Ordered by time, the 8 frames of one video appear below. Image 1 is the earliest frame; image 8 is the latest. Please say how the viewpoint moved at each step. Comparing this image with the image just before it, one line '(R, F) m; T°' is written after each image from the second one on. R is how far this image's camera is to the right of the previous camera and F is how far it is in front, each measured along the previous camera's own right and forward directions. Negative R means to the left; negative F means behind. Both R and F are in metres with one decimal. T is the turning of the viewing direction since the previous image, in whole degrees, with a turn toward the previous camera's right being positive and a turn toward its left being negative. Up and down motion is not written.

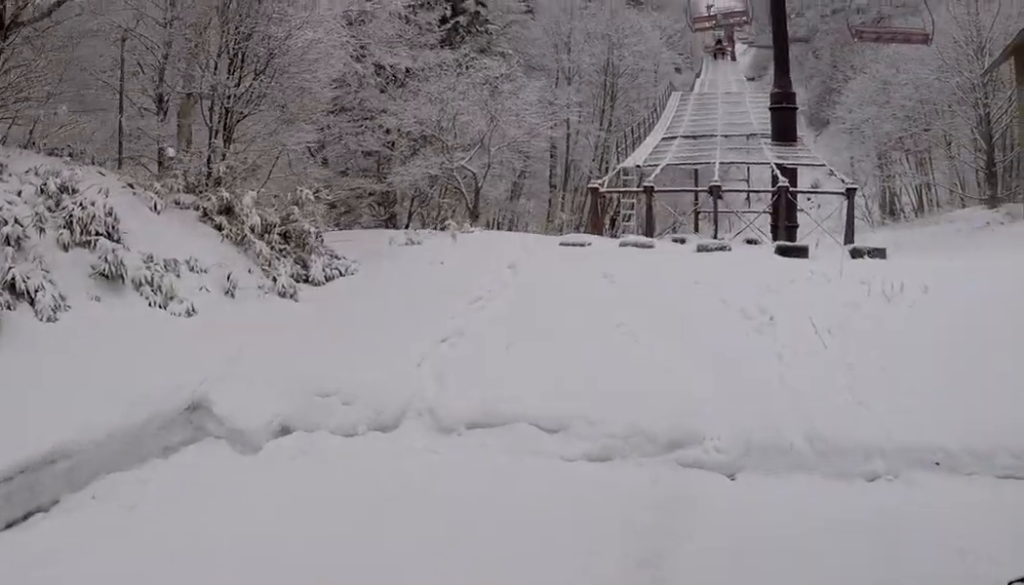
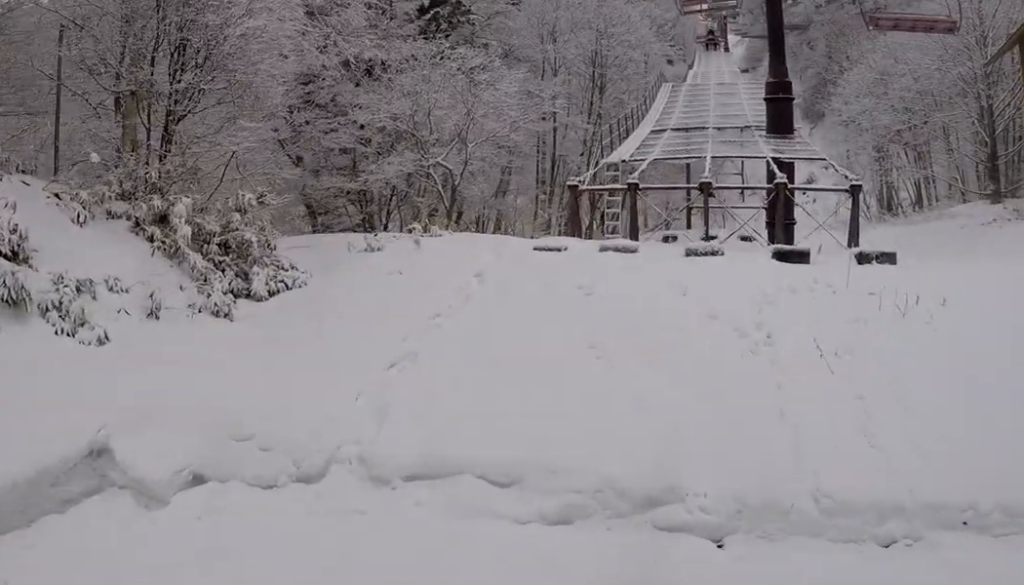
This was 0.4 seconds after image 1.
(0.0, +1.8) m; +1°
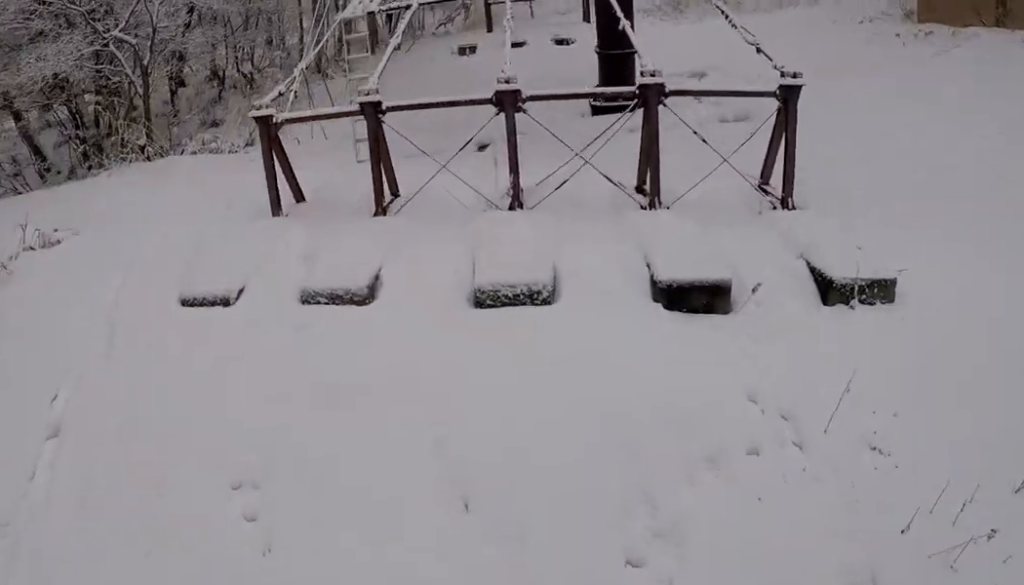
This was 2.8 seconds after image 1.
(+1.5, +10.0) m; +10°
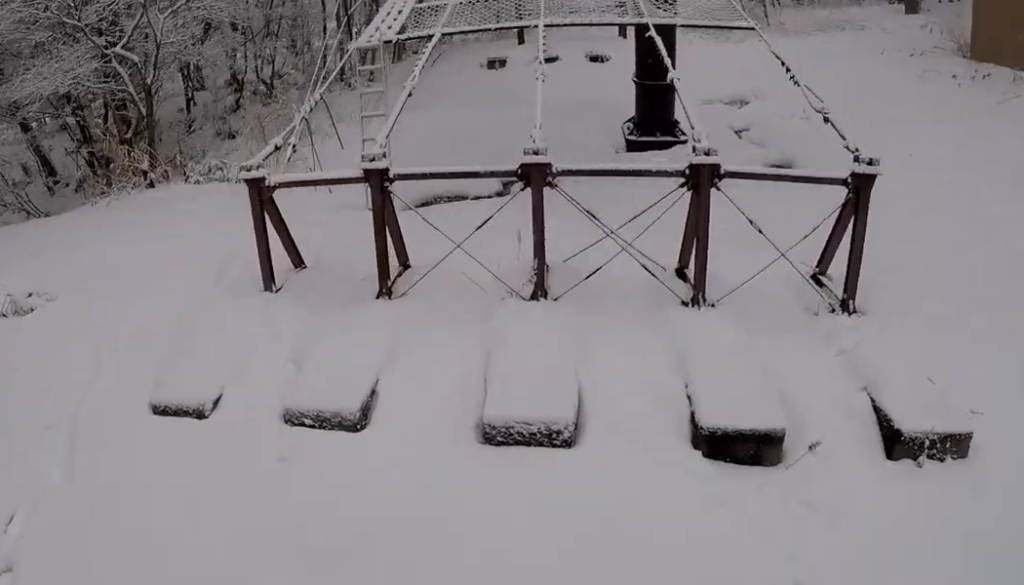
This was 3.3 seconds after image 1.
(-0.2, +1.7) m; -4°
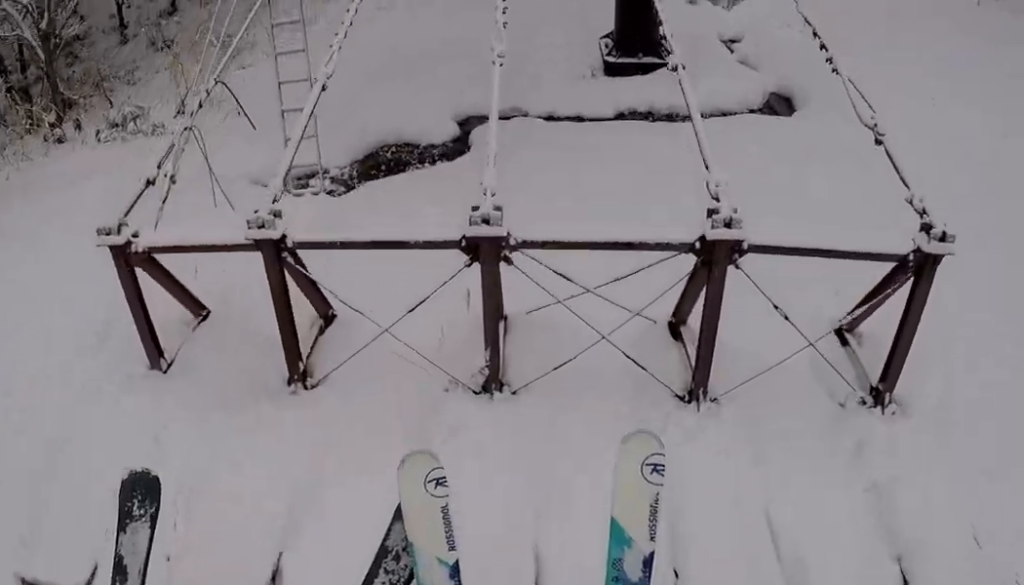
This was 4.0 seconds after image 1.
(-0.3, +3.0) m; -3°
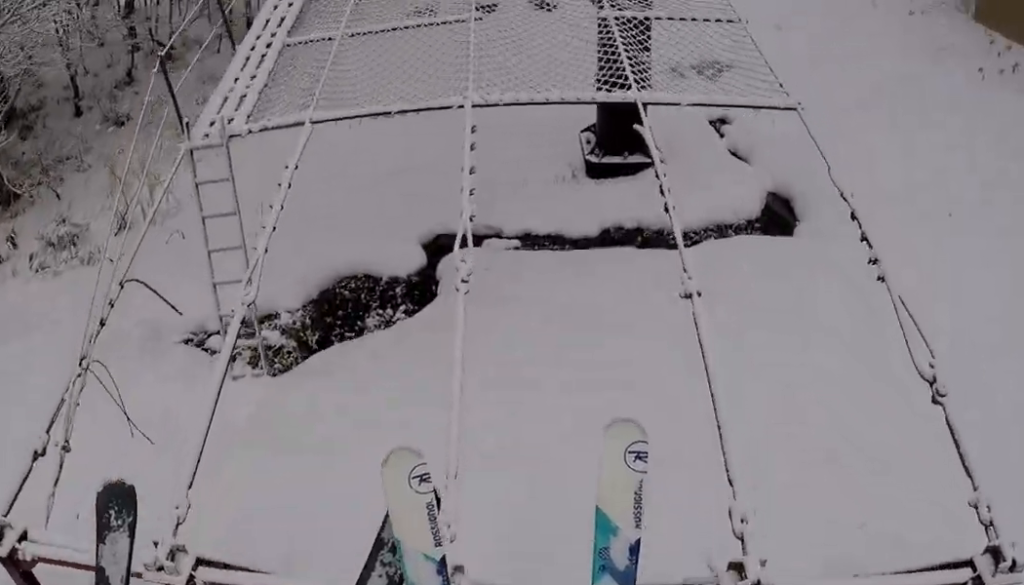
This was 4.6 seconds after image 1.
(-0.2, +2.4) m; +10°
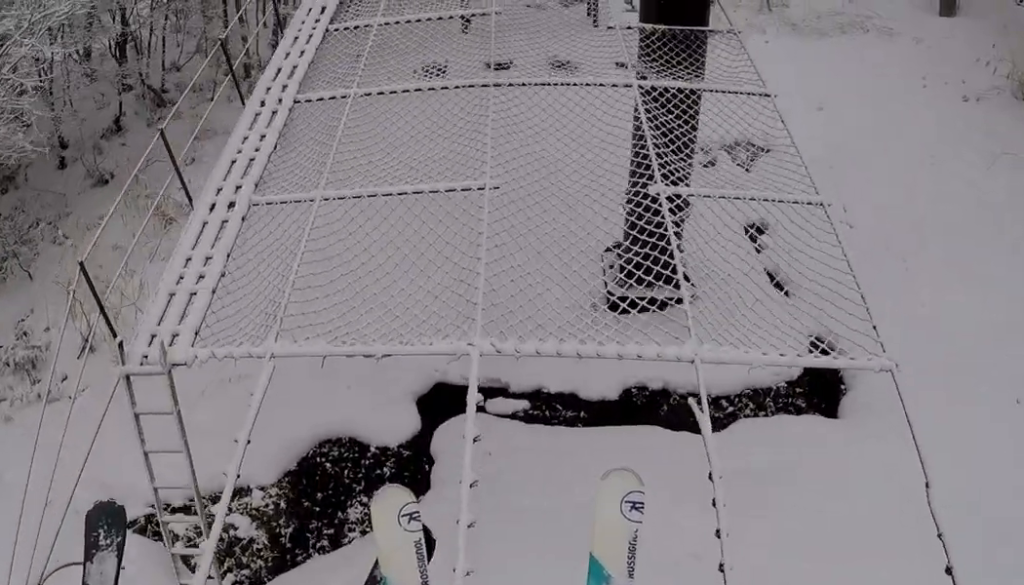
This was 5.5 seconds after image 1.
(+0.6, +2.6) m; +4°
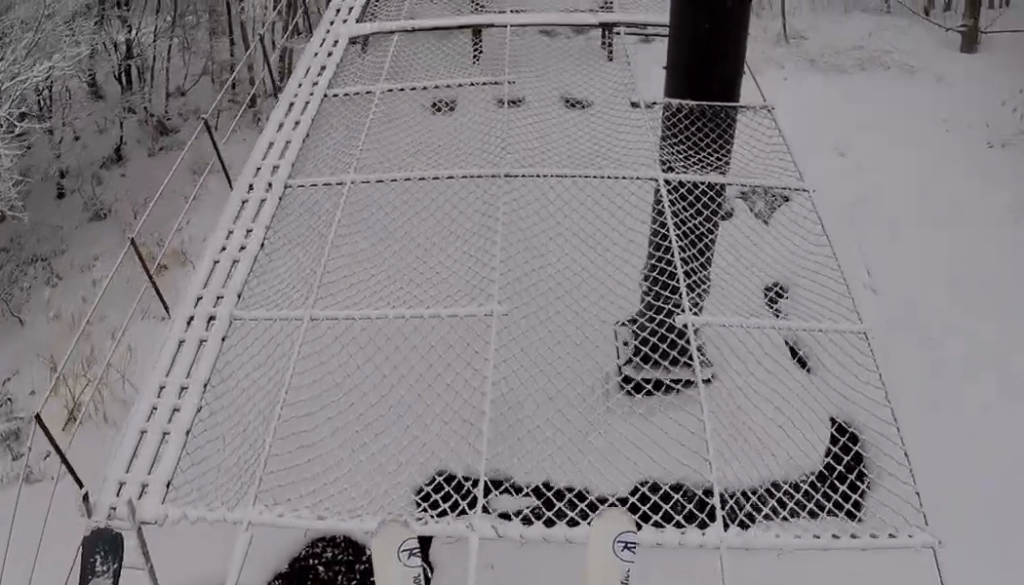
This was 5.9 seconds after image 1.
(+0.4, +1.3) m; -1°
